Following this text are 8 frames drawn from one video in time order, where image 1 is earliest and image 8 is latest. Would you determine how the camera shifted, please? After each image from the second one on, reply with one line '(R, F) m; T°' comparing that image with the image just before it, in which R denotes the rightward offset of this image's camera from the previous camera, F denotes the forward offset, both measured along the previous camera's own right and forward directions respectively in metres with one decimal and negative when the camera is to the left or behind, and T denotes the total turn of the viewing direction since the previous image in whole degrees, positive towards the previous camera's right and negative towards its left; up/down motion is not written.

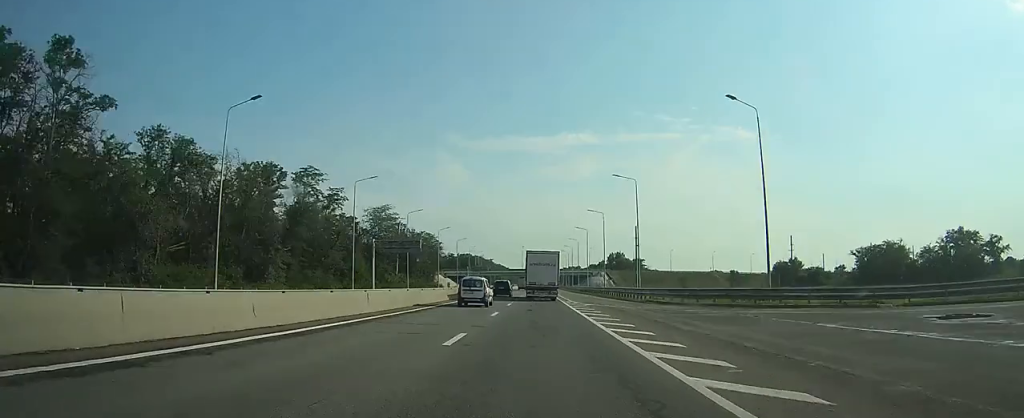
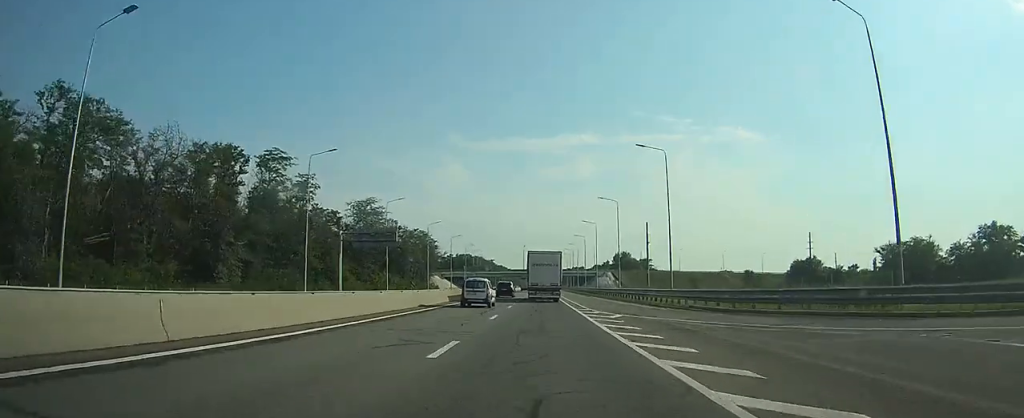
(0.0, +13.9) m; 0°
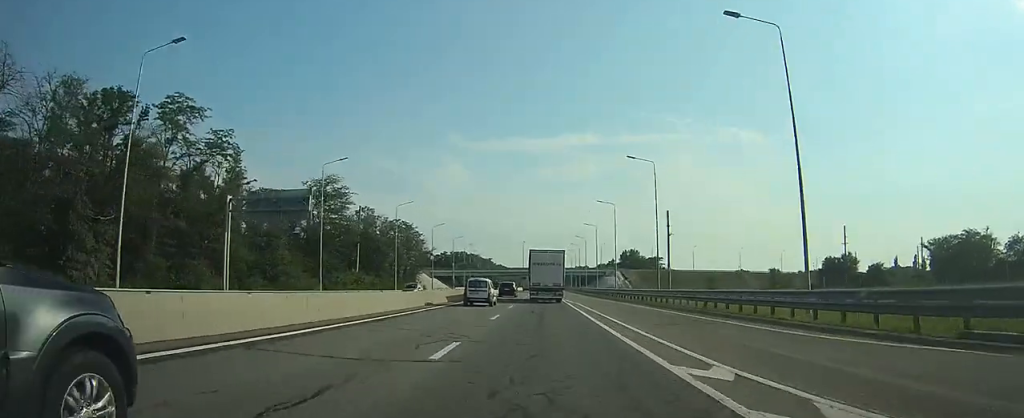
(0.0, +24.3) m; 0°
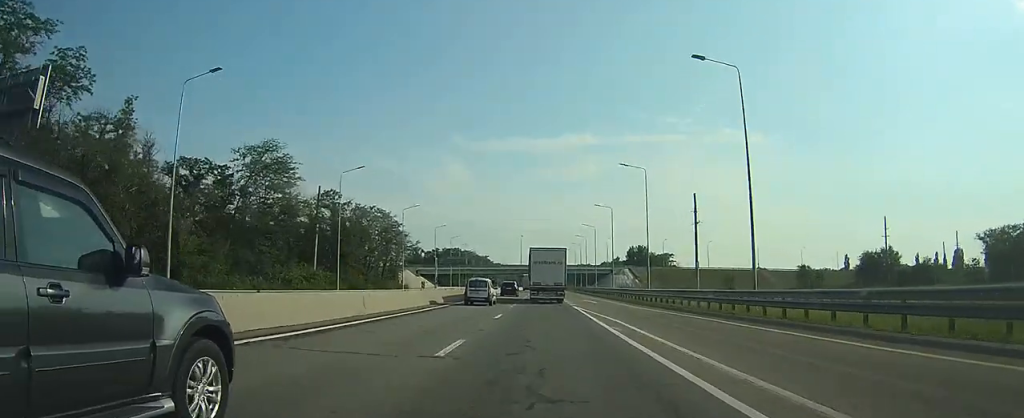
(0.0, +23.4) m; 0°
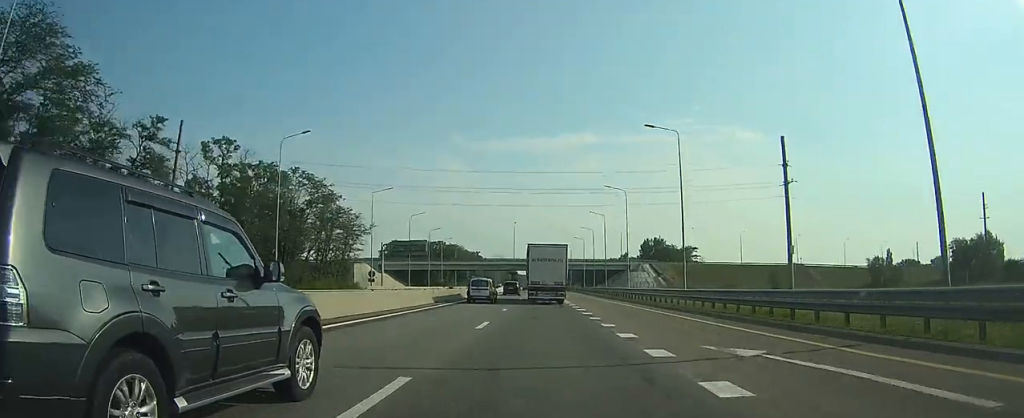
(0.0, +41.5) m; 0°
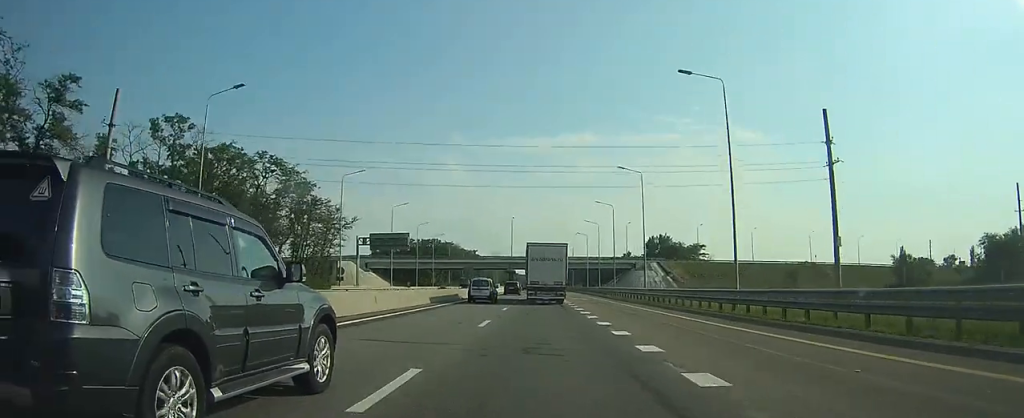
(0.0, +11.2) m; 0°
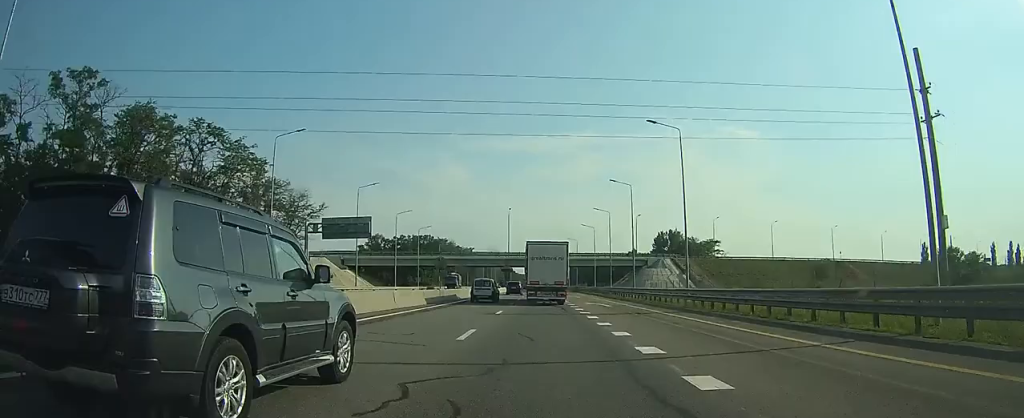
(0.0, +16.3) m; 0°
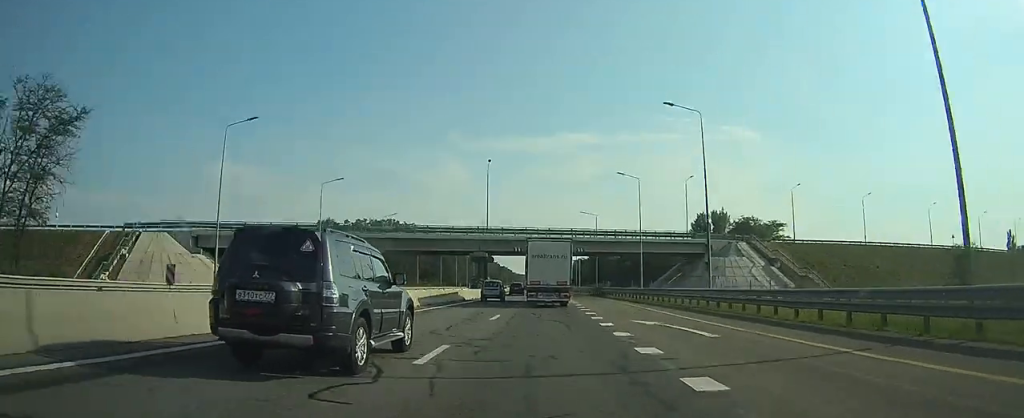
(+0.4, +52.4) m; +1°
